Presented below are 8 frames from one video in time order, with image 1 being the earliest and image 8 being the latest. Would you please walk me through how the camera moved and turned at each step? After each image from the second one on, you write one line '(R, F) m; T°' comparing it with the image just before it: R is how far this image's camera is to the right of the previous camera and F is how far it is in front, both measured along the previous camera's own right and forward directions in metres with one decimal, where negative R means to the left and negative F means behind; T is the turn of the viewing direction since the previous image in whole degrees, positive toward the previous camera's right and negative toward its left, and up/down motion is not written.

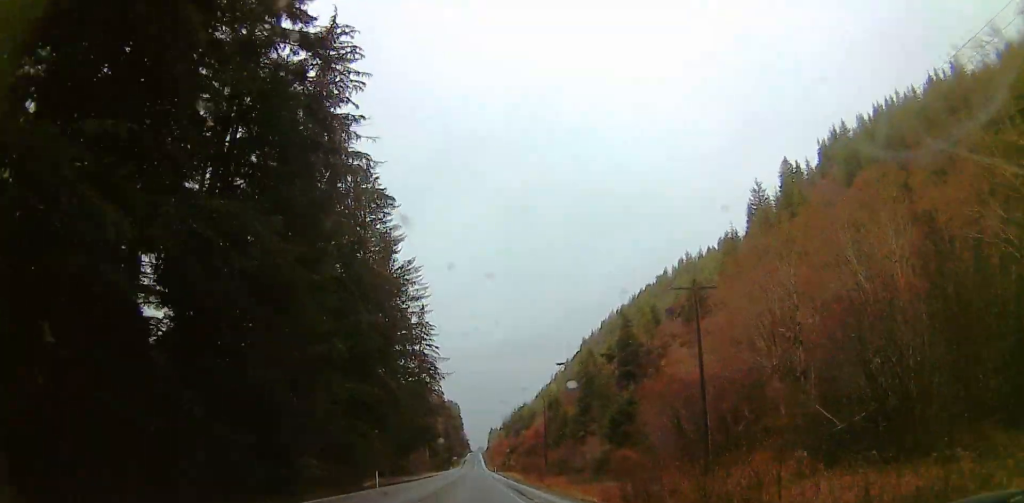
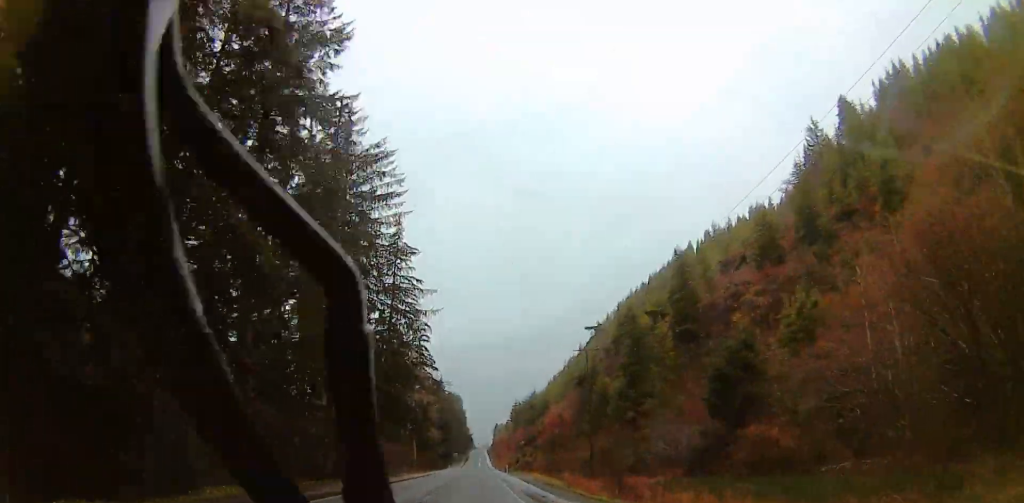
(0.0, +45.7) m; 0°
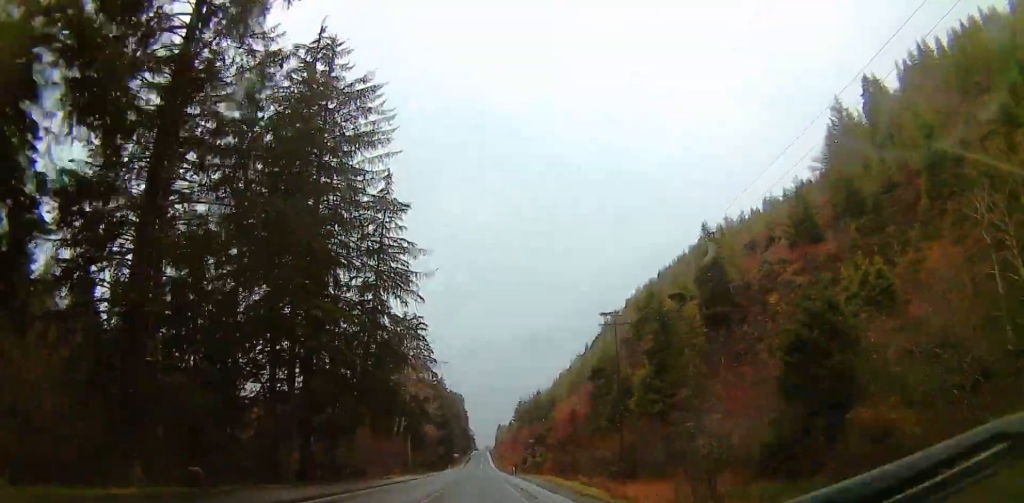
(0.0, +14.9) m; 0°
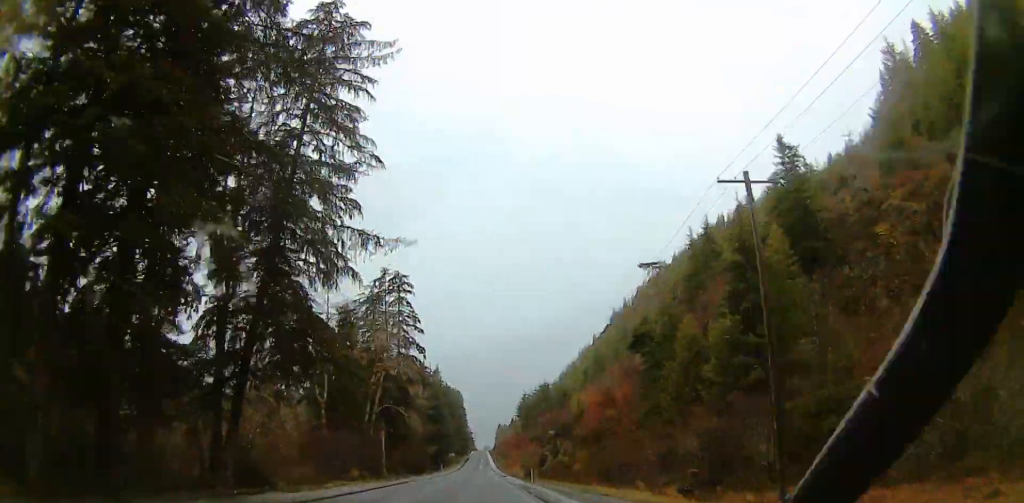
(0.0, +32.1) m; 0°
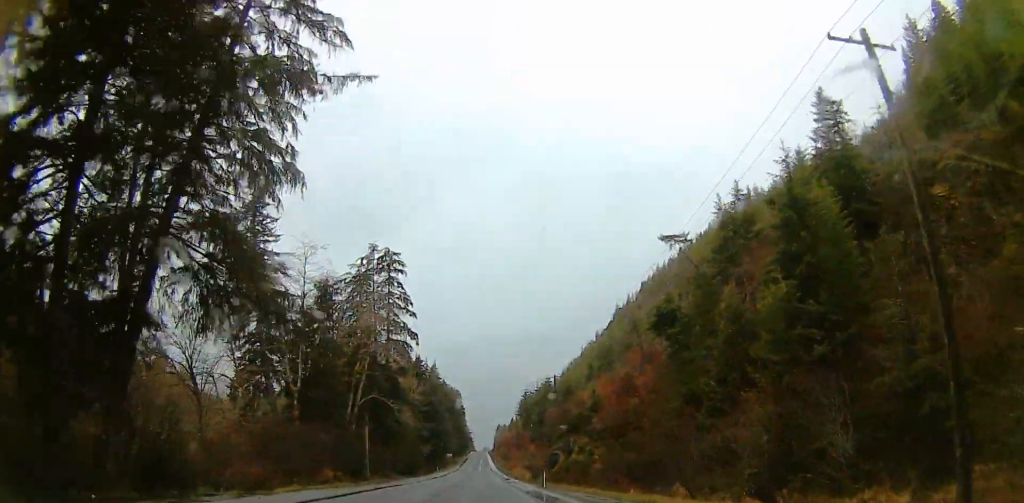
(0.0, +11.7) m; 0°
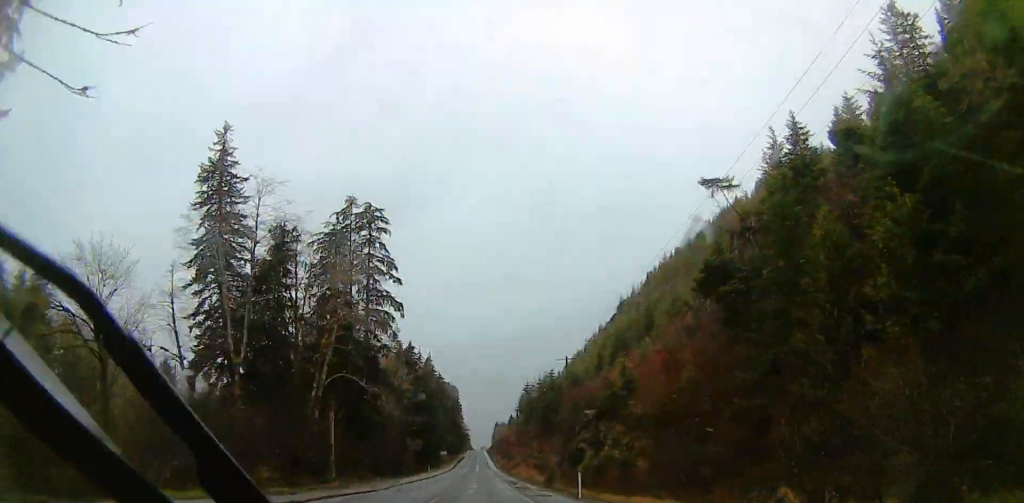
(0.0, +16.6) m; 0°
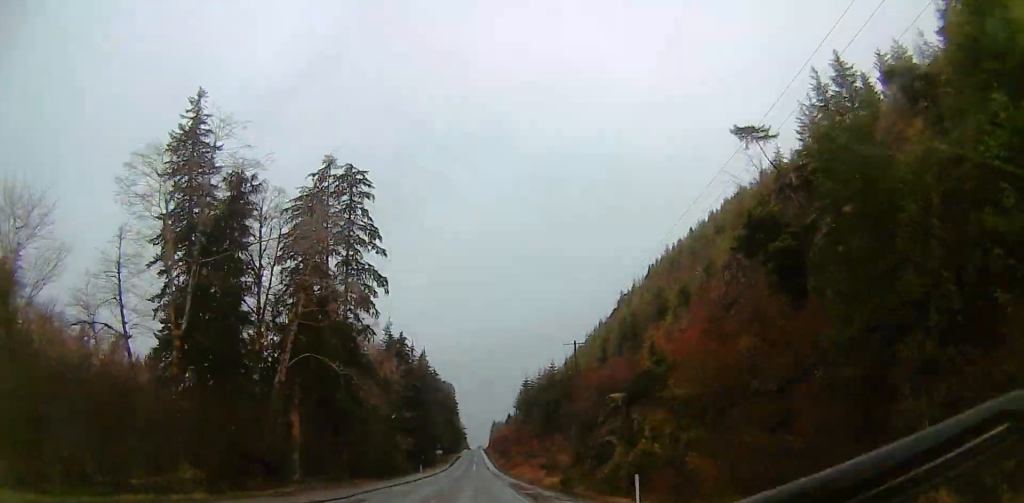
(0.0, +10.2) m; 0°
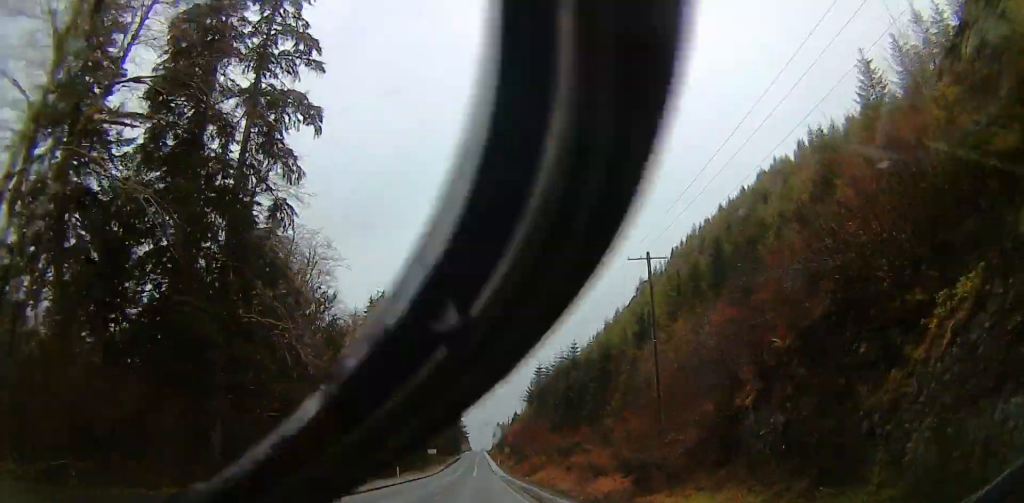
(0.0, +22.7) m; 0°
